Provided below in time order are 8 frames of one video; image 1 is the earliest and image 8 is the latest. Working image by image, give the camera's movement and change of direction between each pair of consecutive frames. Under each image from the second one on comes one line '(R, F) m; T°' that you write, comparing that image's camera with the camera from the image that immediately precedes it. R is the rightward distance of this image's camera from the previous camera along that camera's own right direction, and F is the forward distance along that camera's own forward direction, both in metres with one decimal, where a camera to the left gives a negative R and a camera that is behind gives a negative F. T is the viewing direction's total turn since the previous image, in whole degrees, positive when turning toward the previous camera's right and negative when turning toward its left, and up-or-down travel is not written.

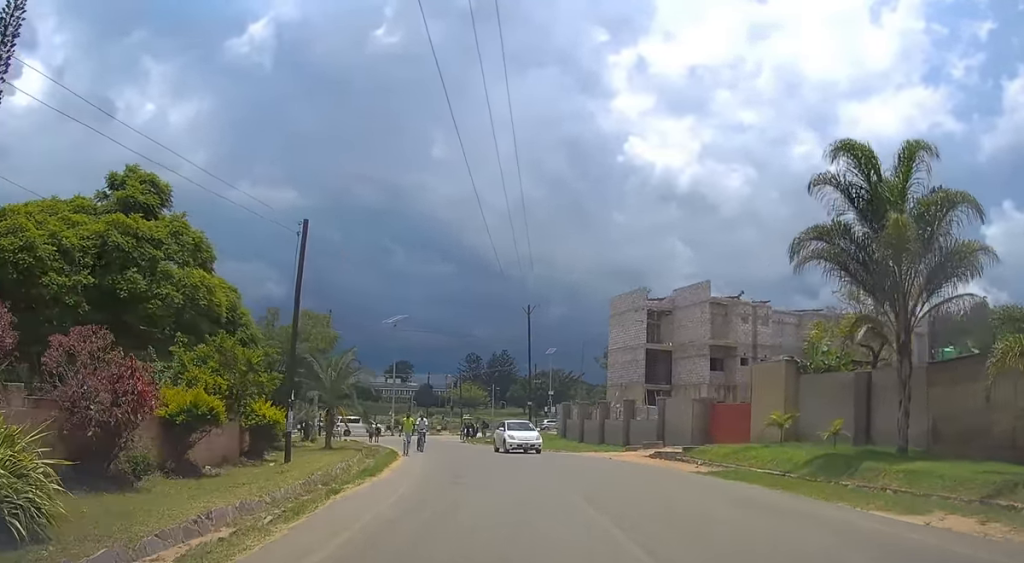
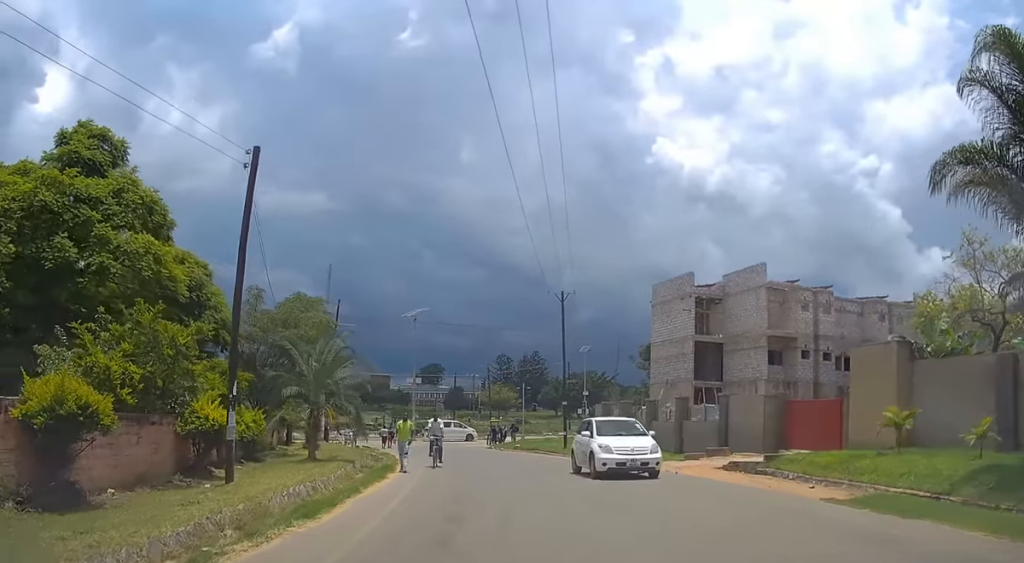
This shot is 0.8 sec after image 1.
(-0.1, +6.6) m; -2°
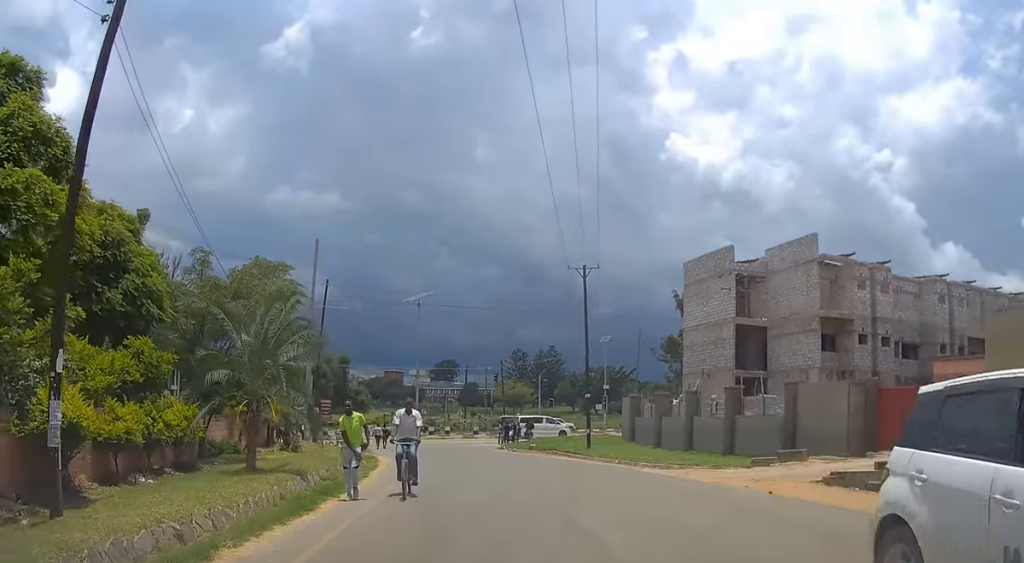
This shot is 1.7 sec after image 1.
(-0.2, +6.9) m; -2°
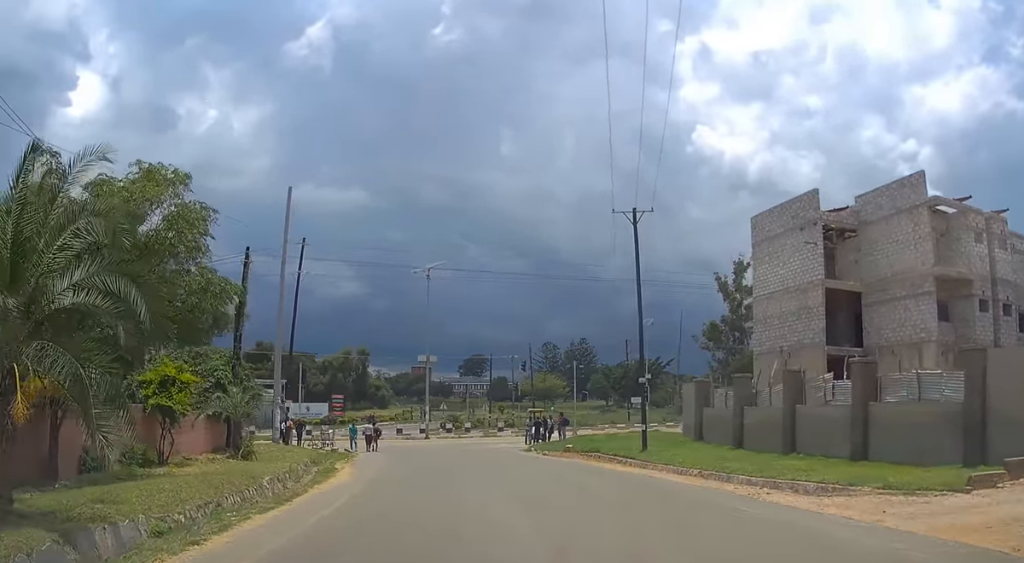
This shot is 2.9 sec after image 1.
(-0.3, +10.5) m; -4°
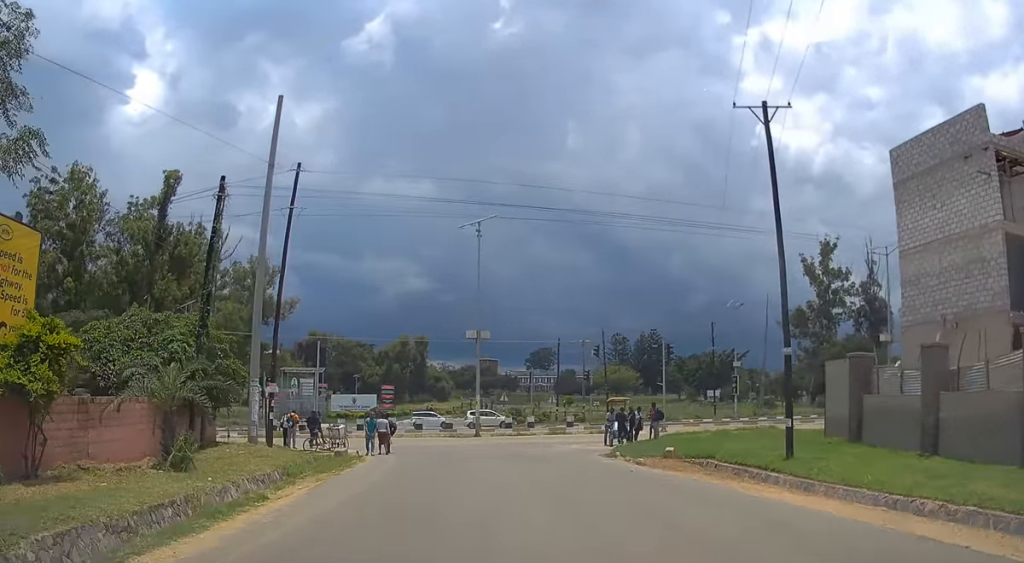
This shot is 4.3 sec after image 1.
(-0.4, +10.6) m; -4°
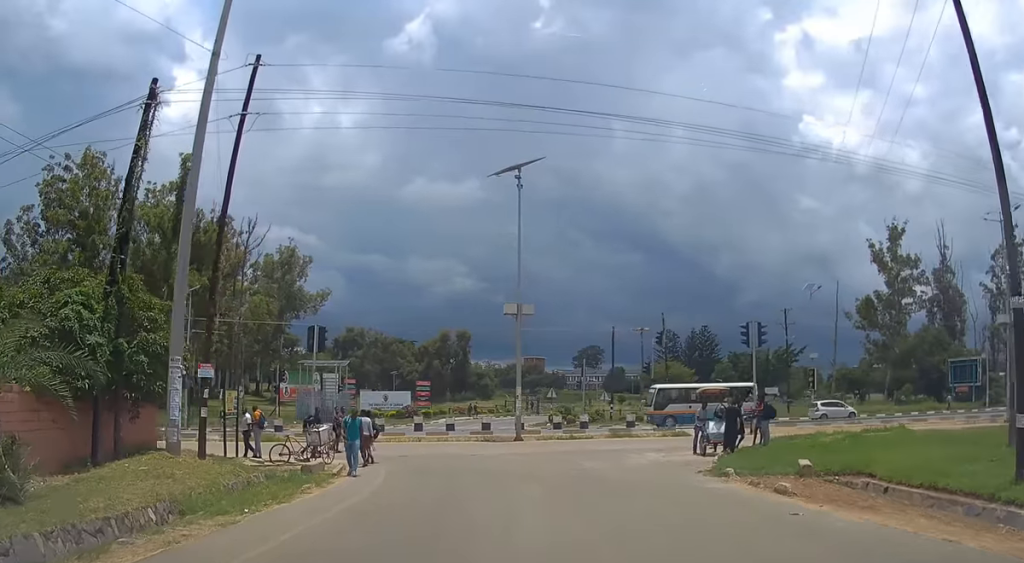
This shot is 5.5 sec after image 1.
(-0.3, +9.0) m; -4°
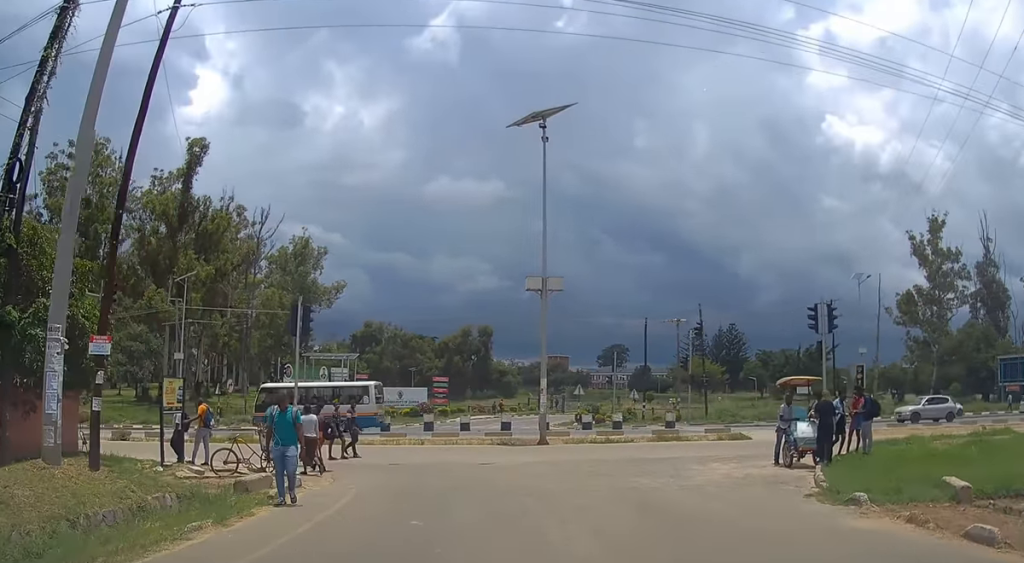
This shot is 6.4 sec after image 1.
(-0.2, +5.8) m; -2°
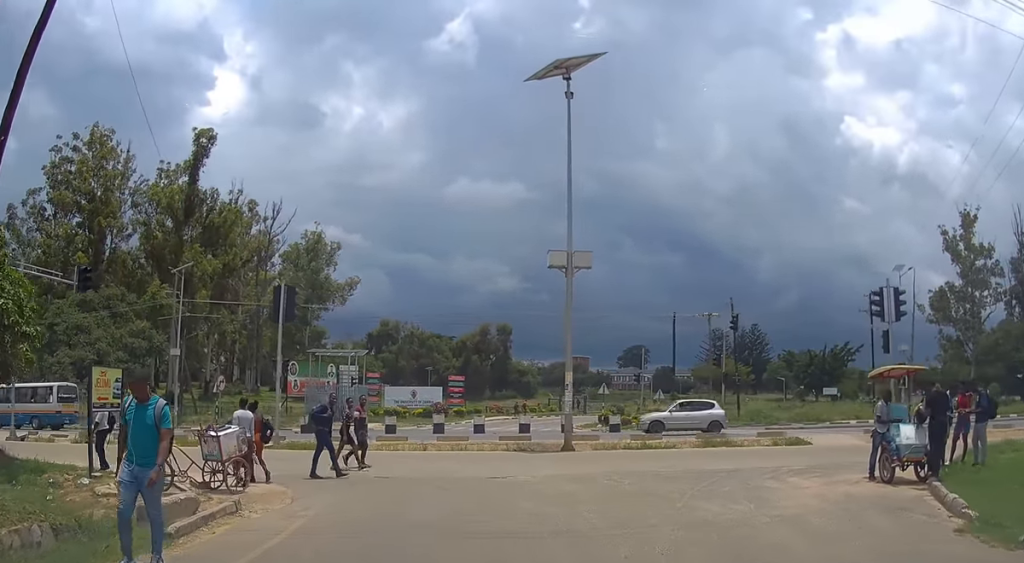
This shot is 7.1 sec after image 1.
(-0.1, +4.4) m; -1°
